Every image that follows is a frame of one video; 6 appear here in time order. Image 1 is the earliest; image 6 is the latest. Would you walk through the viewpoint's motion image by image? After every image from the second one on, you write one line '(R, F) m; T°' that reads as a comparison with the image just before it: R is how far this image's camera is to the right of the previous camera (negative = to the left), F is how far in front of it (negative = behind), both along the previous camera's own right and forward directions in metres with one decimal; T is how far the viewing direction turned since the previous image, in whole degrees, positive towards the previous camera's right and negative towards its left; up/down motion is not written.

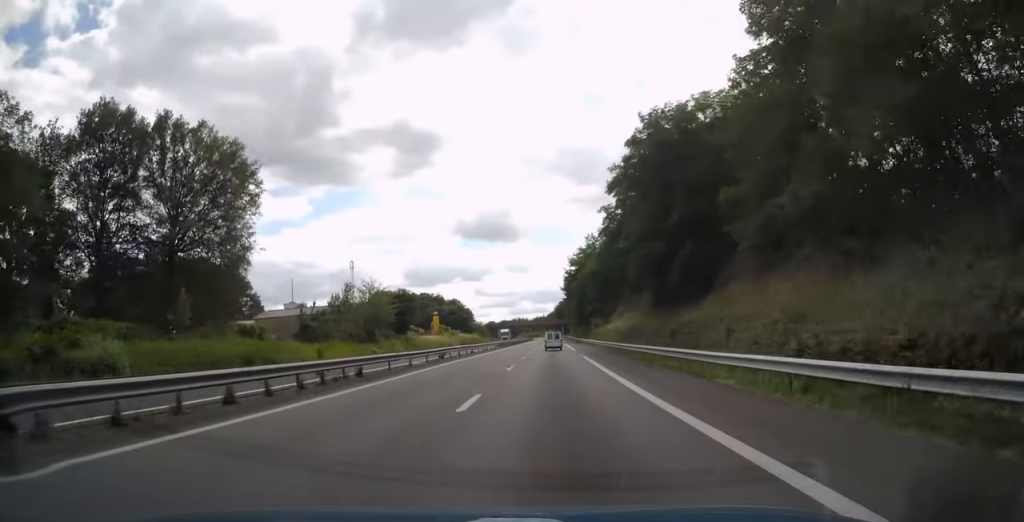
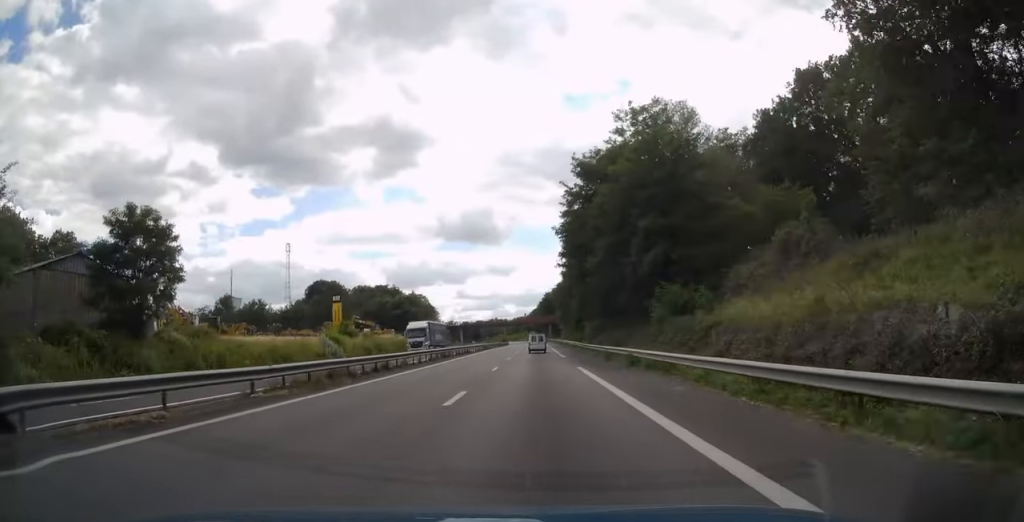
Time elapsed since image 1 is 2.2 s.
(+0.8, +63.5) m; +1°
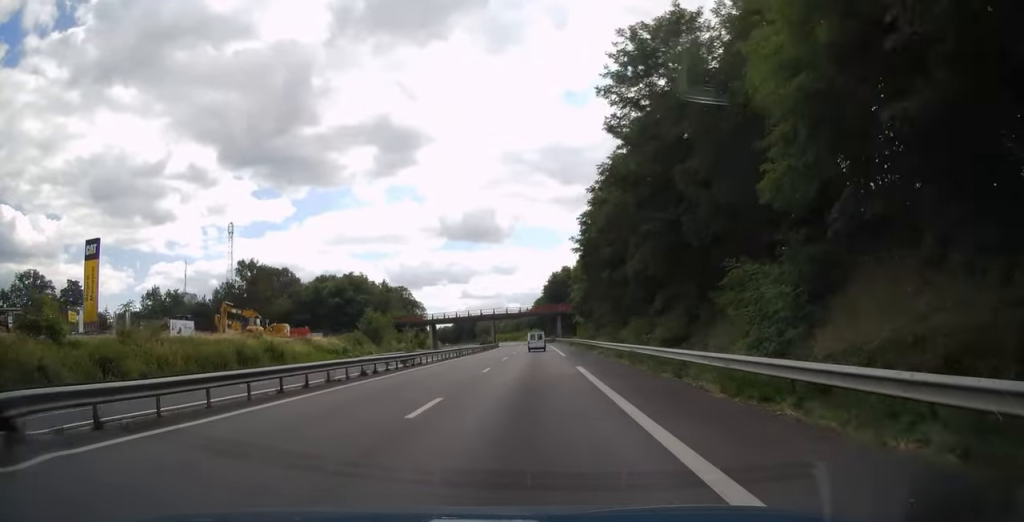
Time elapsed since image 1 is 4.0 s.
(-0.2, +53.6) m; 0°
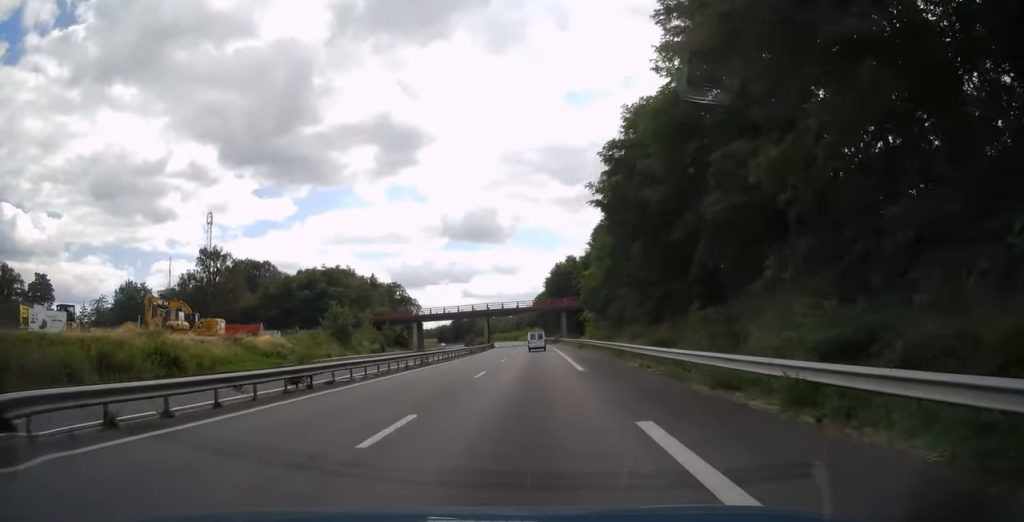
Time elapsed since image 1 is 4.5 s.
(+0.2, +15.6) m; 0°
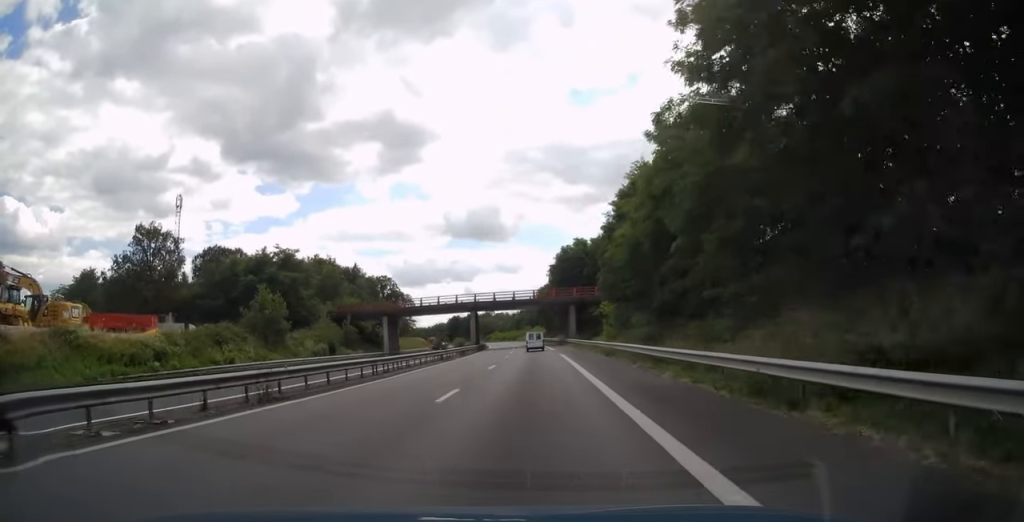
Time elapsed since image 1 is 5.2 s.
(-0.3, +20.4) m; -1°
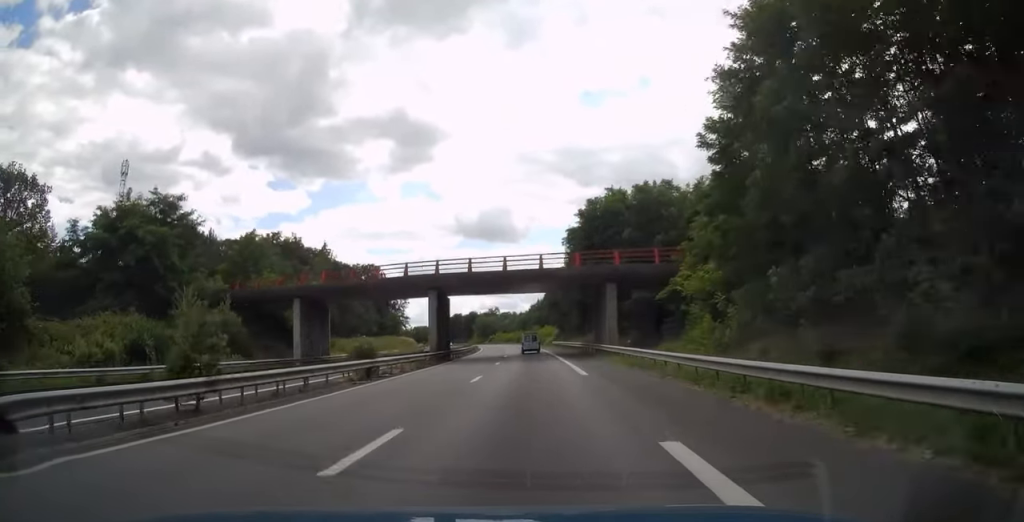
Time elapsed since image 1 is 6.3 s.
(-0.5, +32.5) m; -2°
